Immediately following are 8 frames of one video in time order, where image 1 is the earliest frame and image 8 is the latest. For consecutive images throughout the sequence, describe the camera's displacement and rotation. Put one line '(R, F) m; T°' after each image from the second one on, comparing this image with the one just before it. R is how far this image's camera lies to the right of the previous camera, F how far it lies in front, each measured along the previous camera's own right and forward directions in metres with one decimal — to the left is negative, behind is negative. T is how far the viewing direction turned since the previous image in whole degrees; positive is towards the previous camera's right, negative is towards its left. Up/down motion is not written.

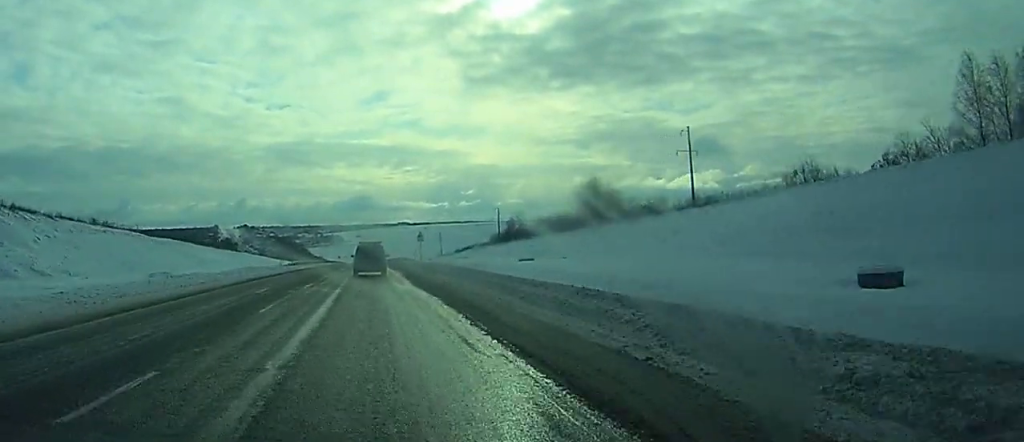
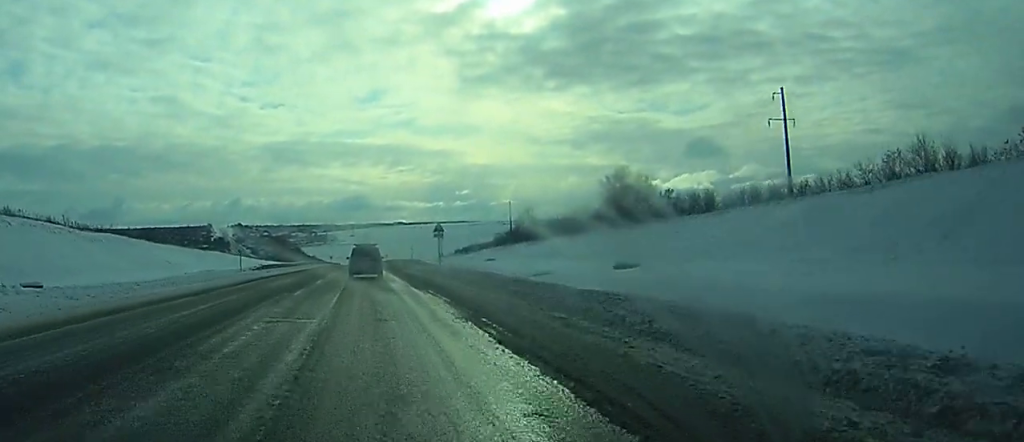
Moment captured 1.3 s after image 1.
(0.0, +28.5) m; 0°
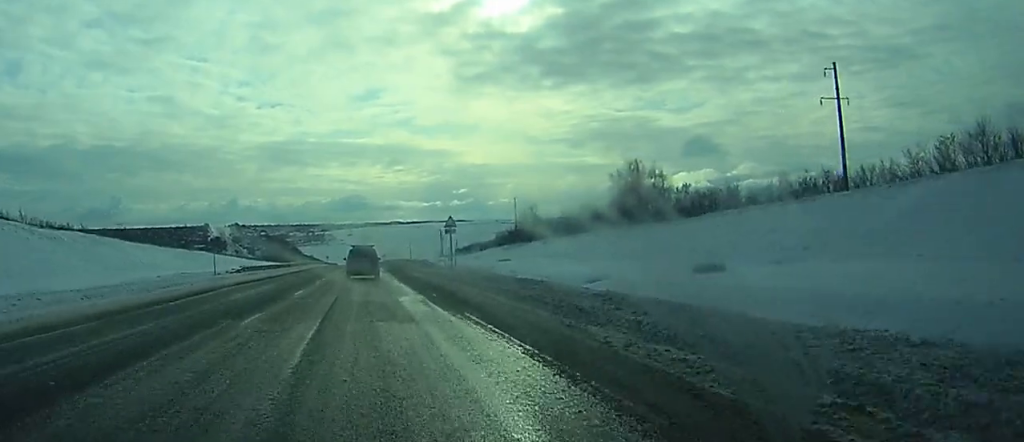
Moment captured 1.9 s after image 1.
(0.0, +11.3) m; 0°
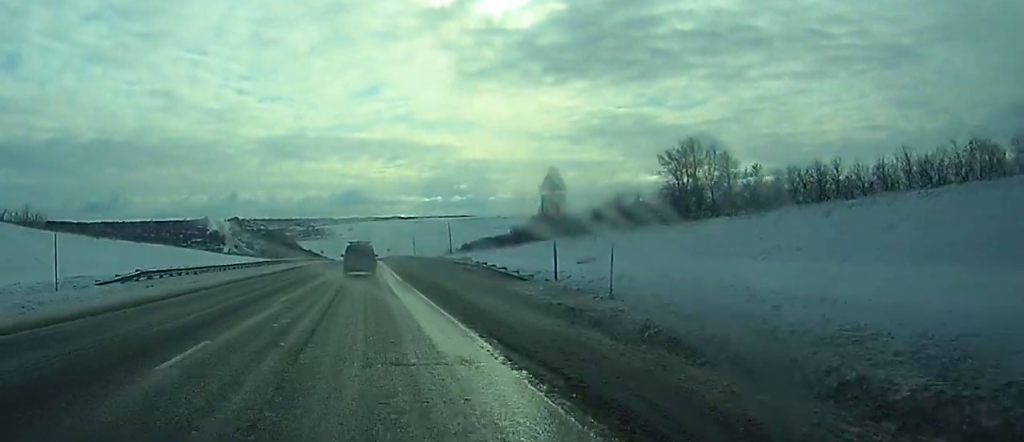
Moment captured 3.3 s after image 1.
(-0.2, +30.7) m; 0°
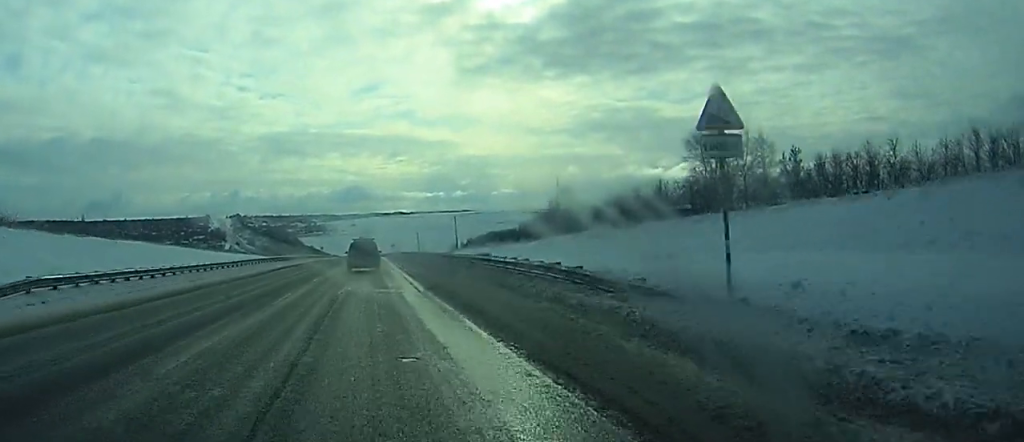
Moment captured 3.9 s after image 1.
(0.0, +12.5) m; 0°
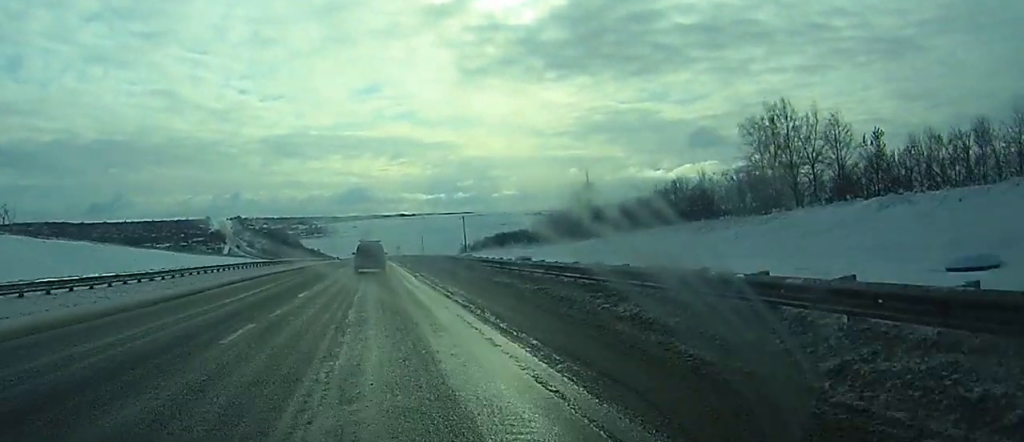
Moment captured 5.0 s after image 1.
(+0.1, +21.7) m; +1°
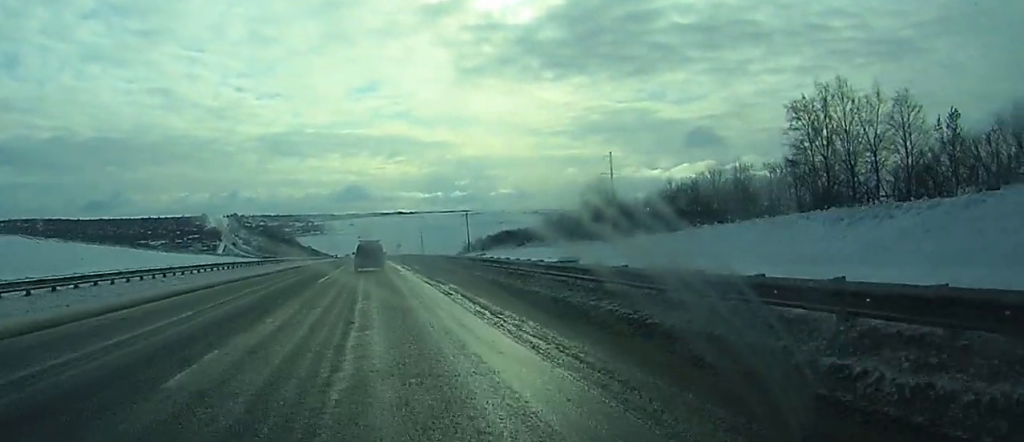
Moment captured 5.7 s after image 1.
(+0.1, +16.3) m; 0°
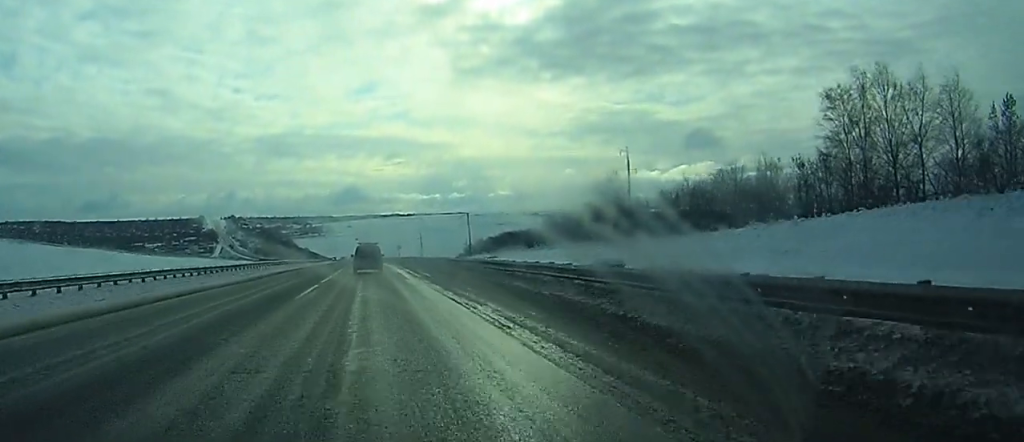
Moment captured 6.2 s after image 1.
(0.0, +10.0) m; 0°
